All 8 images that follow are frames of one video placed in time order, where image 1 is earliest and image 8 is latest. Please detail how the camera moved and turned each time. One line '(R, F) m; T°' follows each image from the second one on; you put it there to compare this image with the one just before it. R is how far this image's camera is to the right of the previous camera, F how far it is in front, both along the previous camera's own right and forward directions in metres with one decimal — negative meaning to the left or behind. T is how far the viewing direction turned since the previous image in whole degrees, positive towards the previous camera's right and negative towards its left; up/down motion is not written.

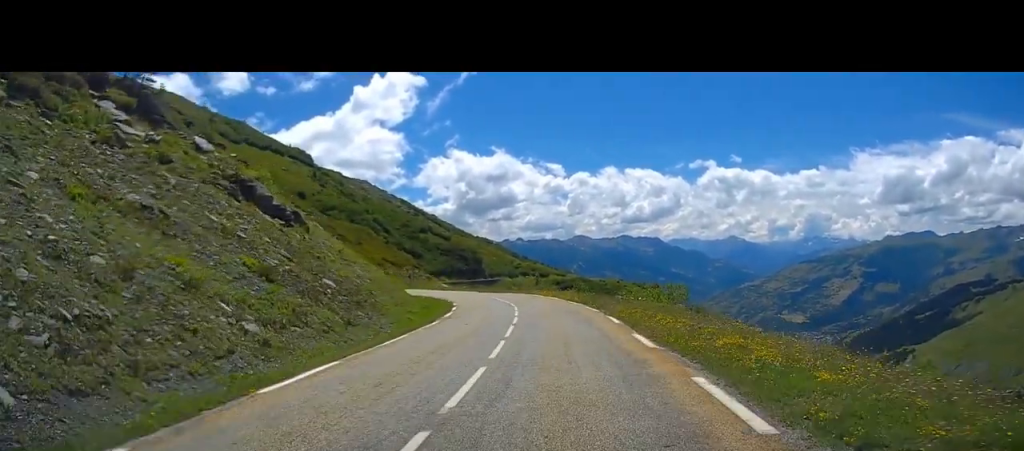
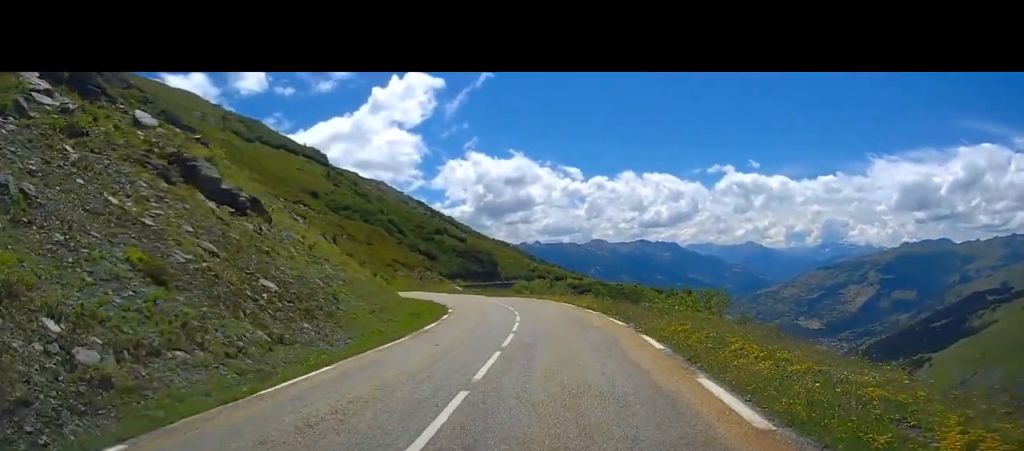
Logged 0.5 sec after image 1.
(0.0, +7.0) m; -2°
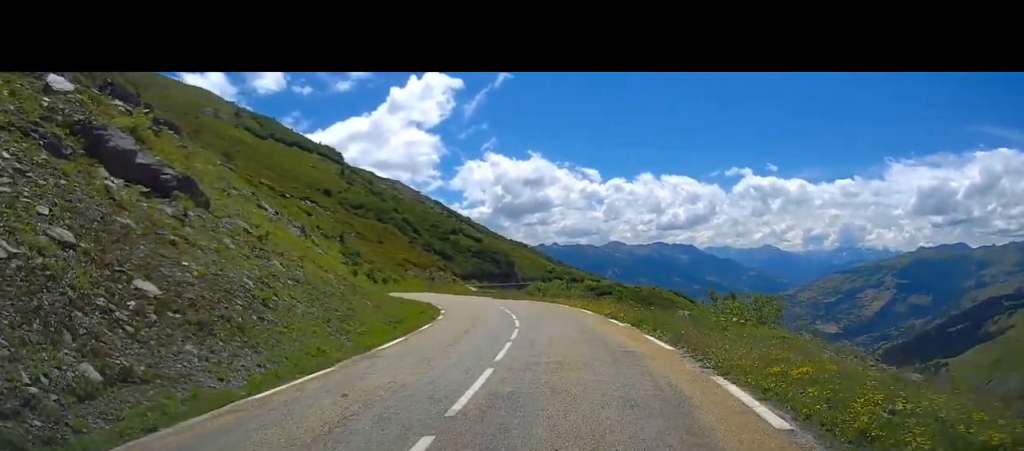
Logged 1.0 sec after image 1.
(+0.2, +7.3) m; -3°
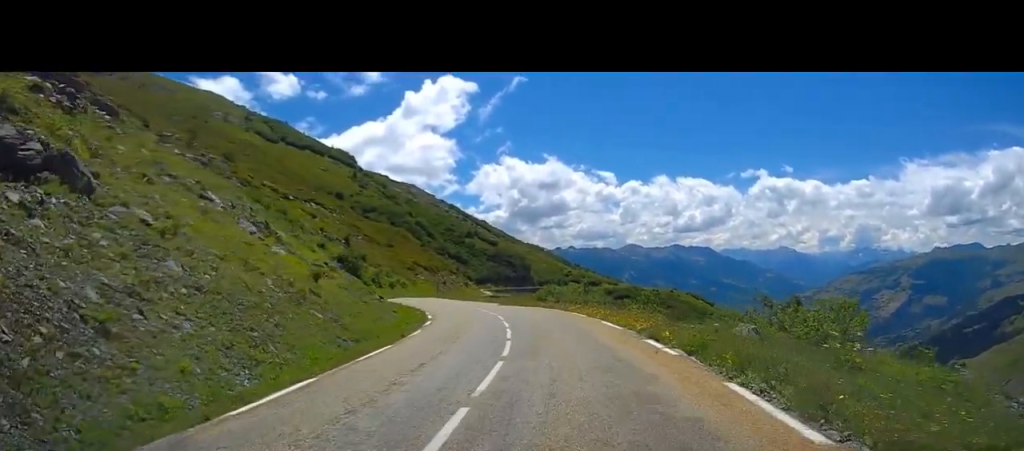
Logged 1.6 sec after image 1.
(-0.4, +7.7) m; -3°
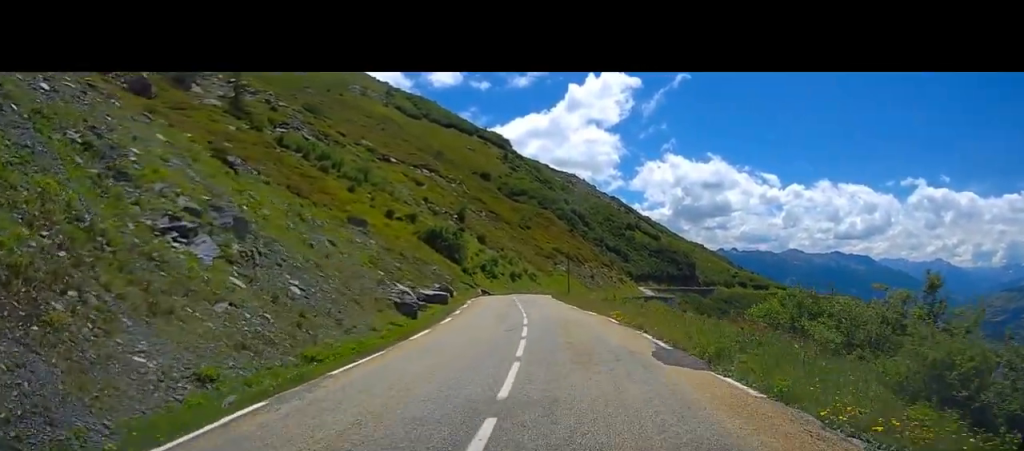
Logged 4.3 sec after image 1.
(-4.4, +36.8) m; -13°
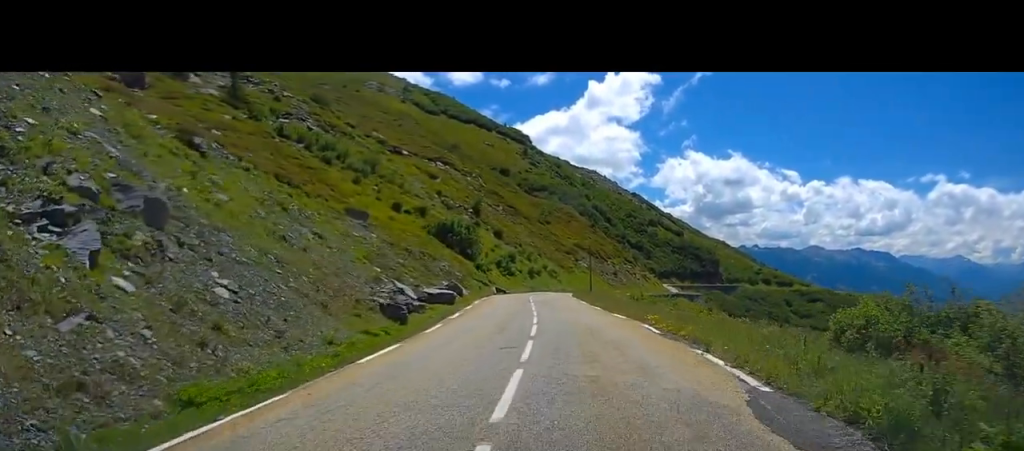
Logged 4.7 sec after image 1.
(-0.1, +6.0) m; -1°
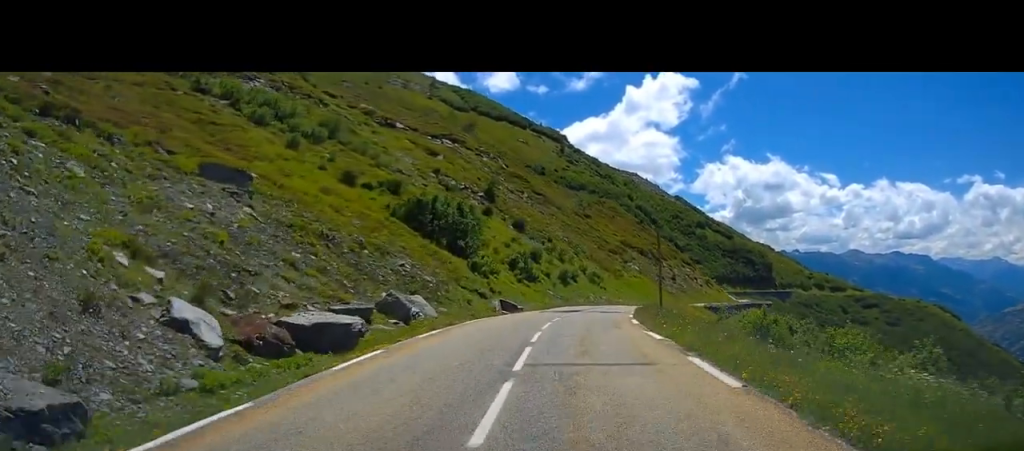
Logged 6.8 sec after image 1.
(-0.8, +27.4) m; 0°
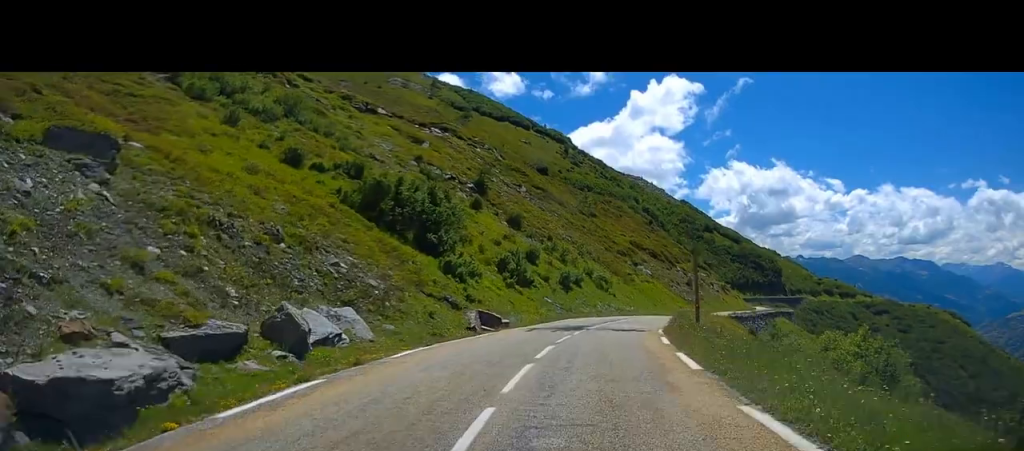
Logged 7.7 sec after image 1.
(+0.2, +10.2) m; +2°
